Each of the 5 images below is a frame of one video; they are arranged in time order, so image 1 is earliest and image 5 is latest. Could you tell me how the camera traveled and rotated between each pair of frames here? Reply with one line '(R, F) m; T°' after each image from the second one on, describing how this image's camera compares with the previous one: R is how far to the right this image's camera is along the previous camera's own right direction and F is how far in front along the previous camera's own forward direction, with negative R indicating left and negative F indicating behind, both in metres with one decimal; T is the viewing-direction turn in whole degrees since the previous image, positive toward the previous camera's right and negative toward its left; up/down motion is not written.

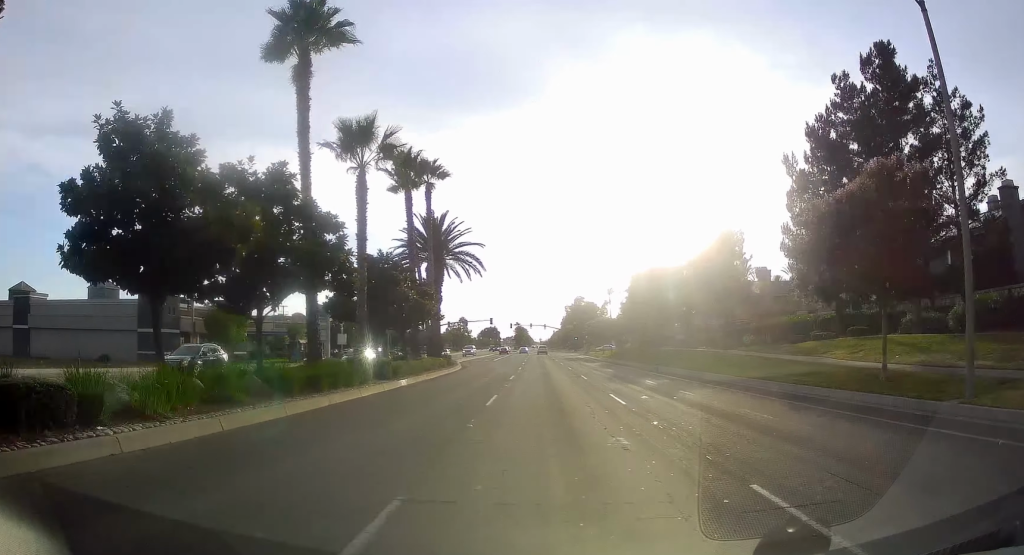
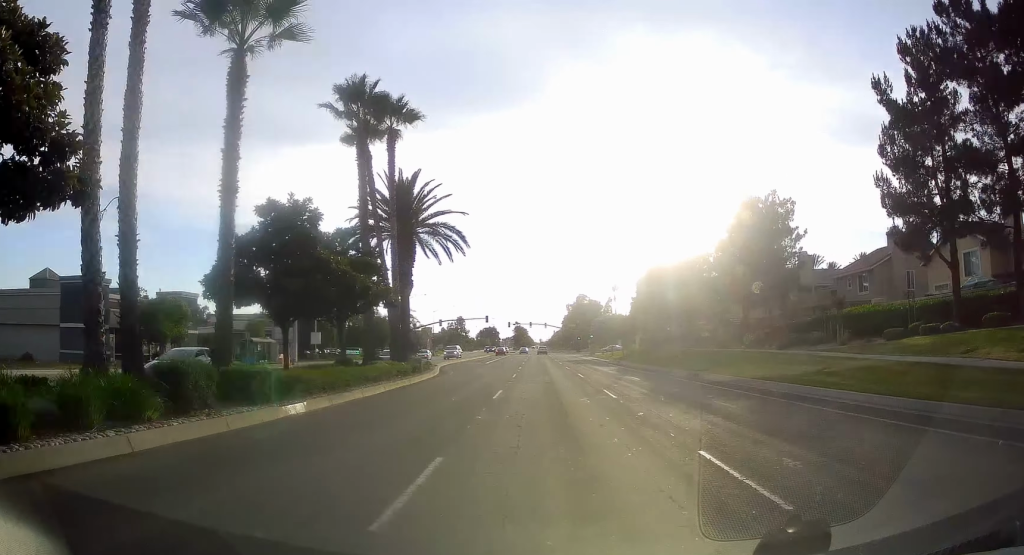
(0.0, +11.8) m; 0°
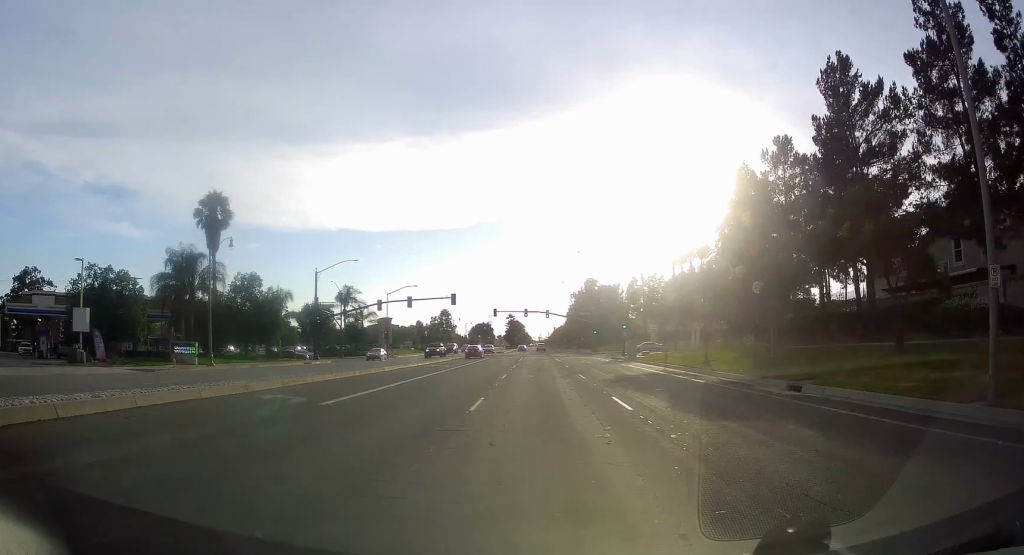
(0.0, +47.8) m; -1°
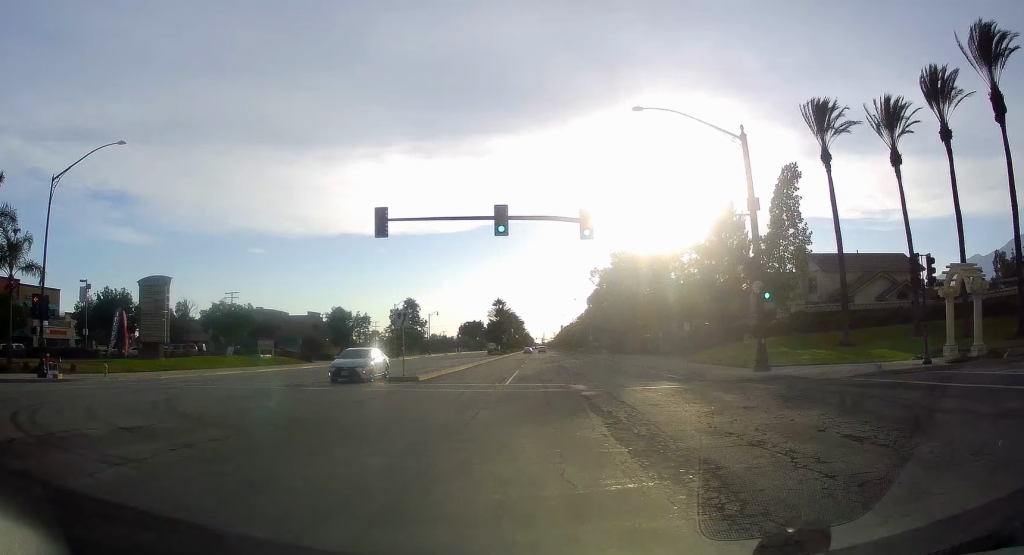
(-1.5, +84.4) m; -1°
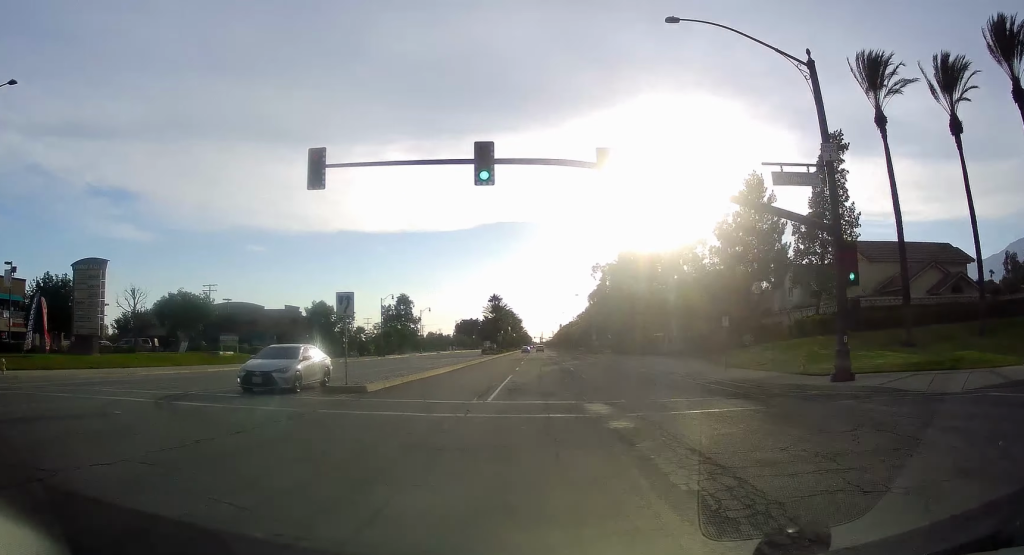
(+0.2, +8.7) m; +1°
